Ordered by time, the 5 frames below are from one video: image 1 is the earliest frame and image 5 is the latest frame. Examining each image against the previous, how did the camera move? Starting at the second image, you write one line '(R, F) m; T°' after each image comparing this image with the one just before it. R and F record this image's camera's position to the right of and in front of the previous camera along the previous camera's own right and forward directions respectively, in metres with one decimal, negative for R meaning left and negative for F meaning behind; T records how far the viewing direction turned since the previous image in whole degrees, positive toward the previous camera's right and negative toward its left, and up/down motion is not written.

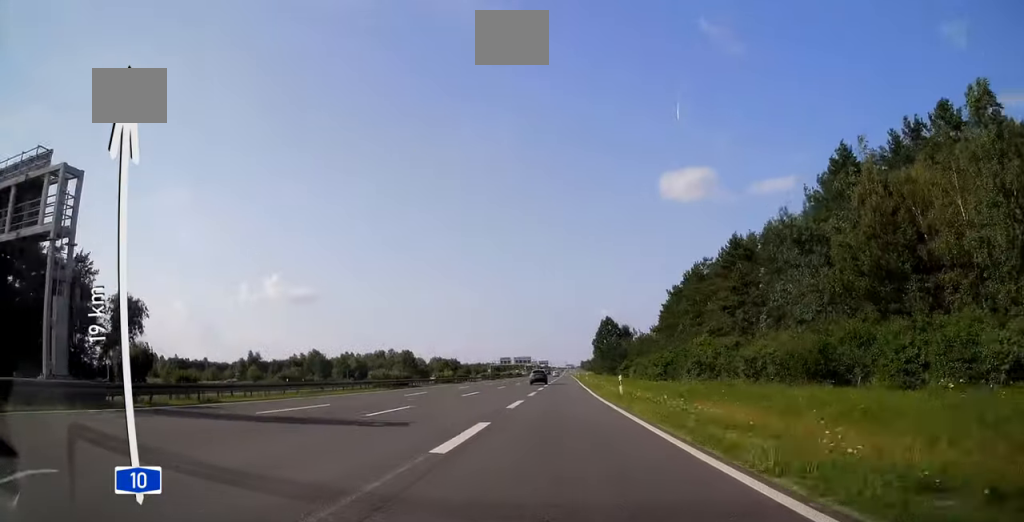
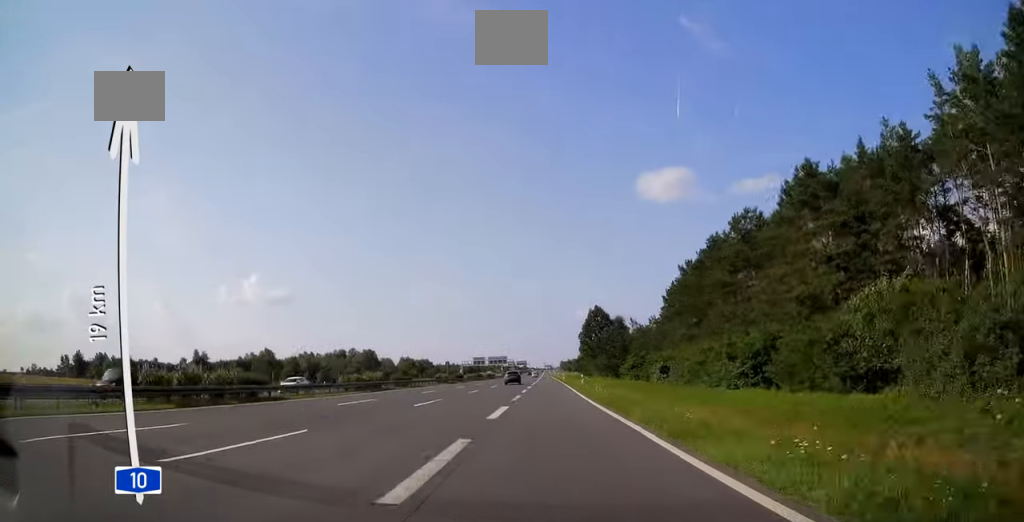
(+0.3, +28.0) m; +2°
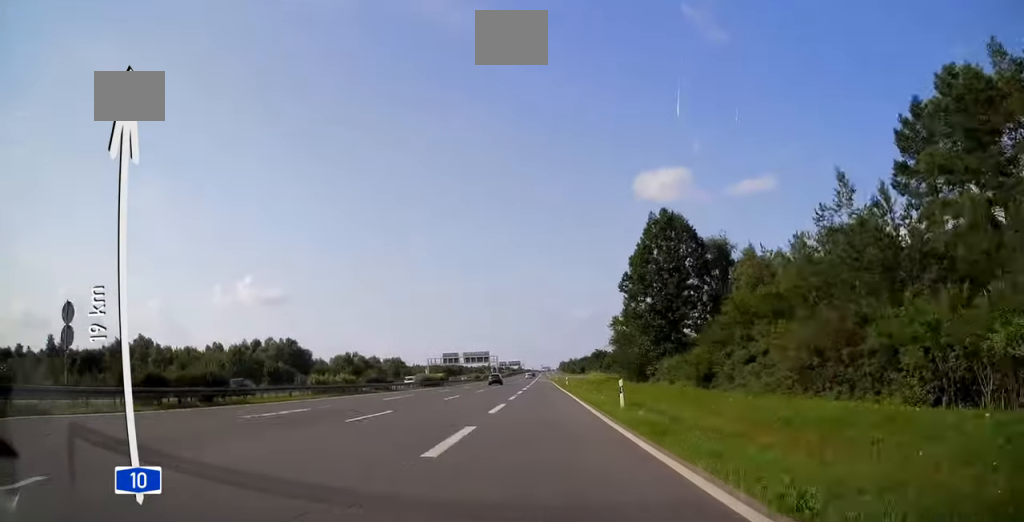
(+1.5, +81.0) m; +1°
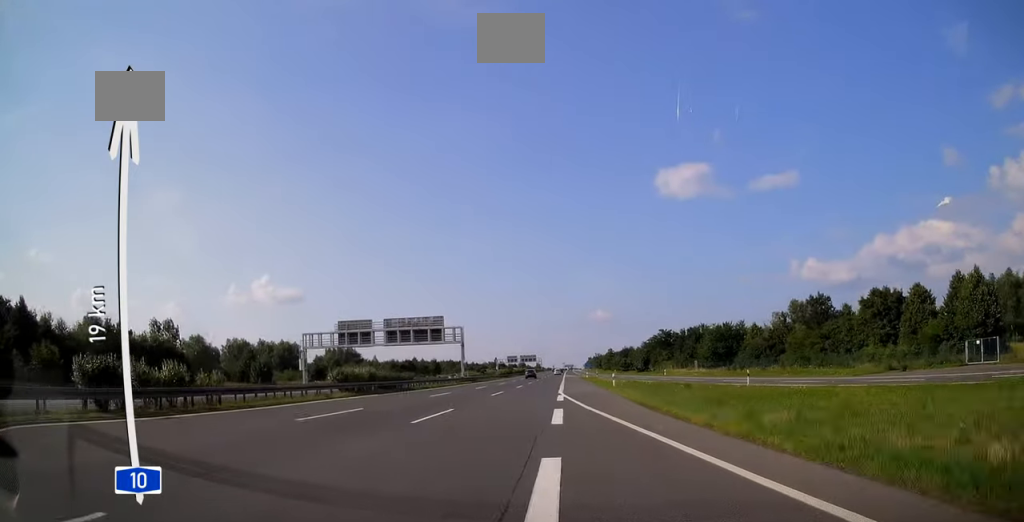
(-2.4, +127.4) m; -2°
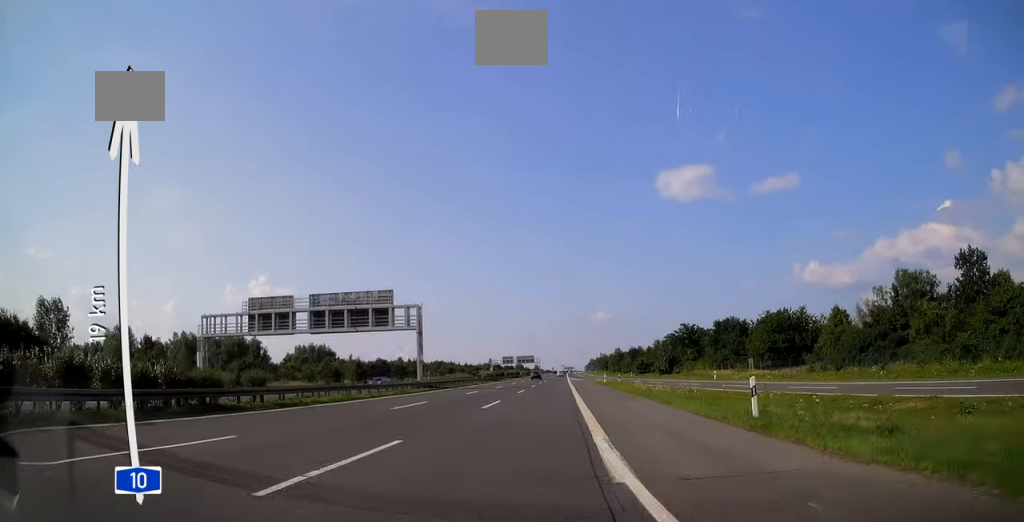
(-0.1, +29.5) m; 0°
